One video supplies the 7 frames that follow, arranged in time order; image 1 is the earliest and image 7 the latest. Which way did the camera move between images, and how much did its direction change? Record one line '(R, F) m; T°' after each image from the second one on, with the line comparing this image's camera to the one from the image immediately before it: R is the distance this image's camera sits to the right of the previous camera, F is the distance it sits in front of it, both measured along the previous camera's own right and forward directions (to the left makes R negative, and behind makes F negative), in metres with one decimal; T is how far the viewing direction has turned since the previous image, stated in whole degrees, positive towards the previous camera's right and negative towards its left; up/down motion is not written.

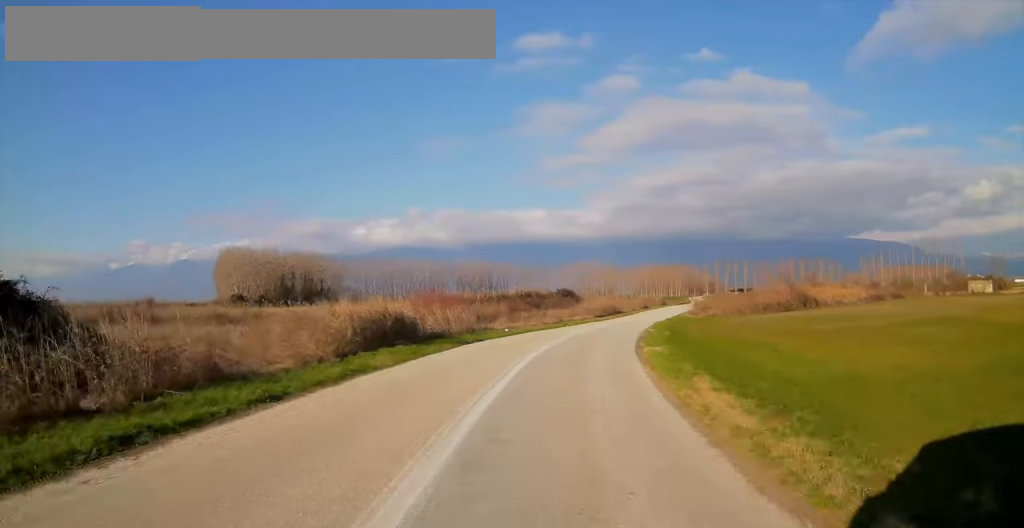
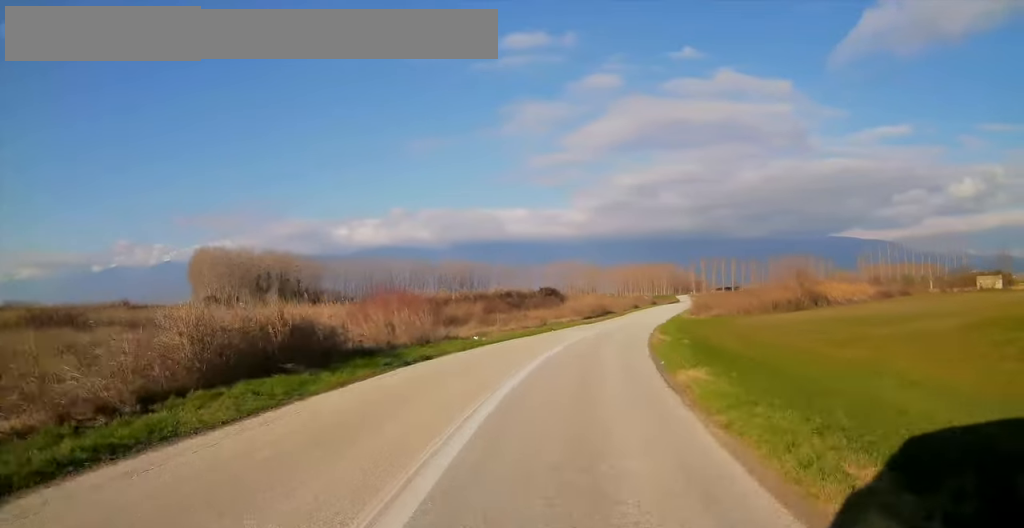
(+0.1, +7.9) m; +2°
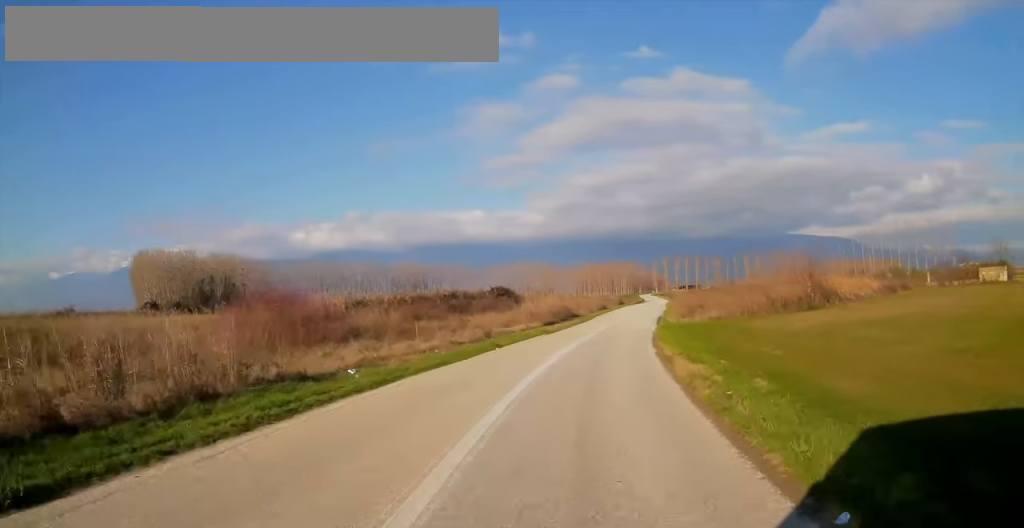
(+0.4, +12.8) m; +4°
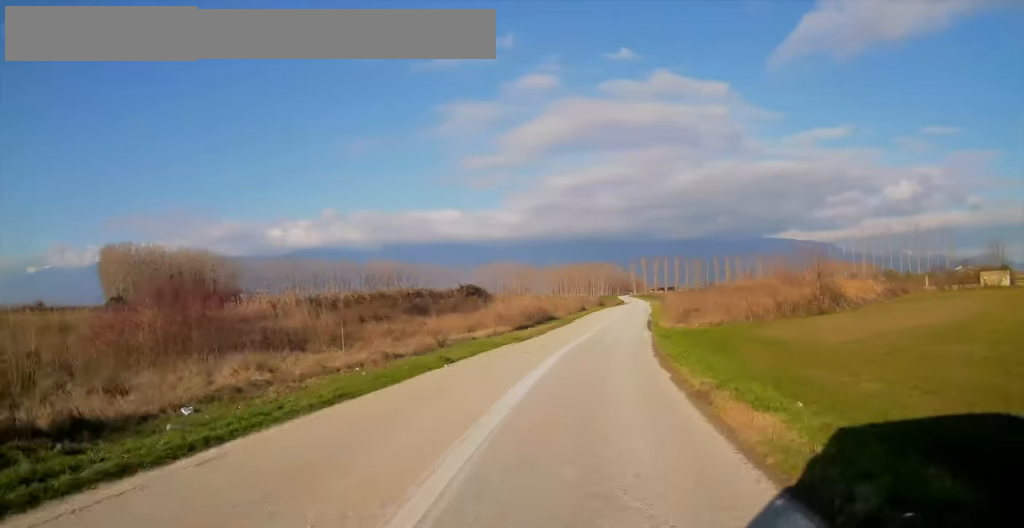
(-0.1, +6.5) m; +2°
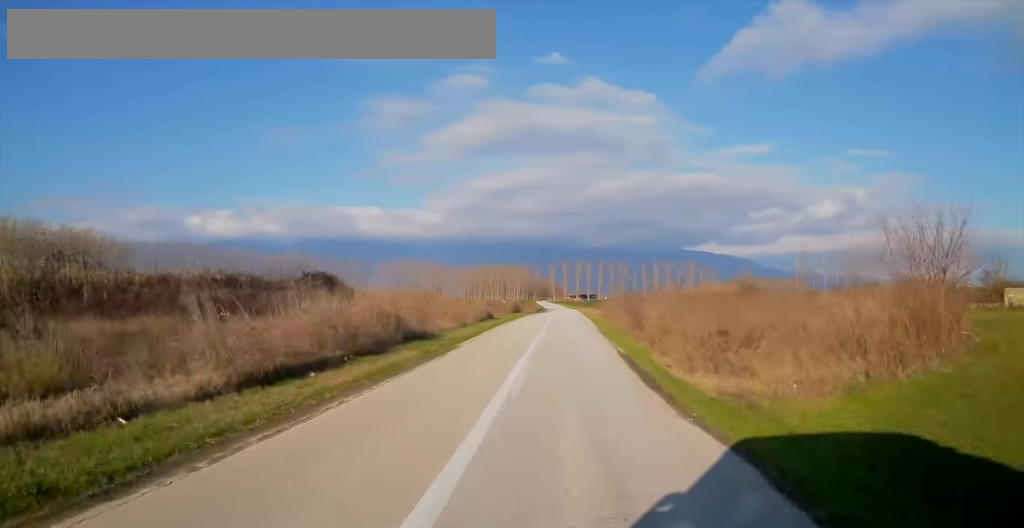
(+1.8, +24.8) m; +6°
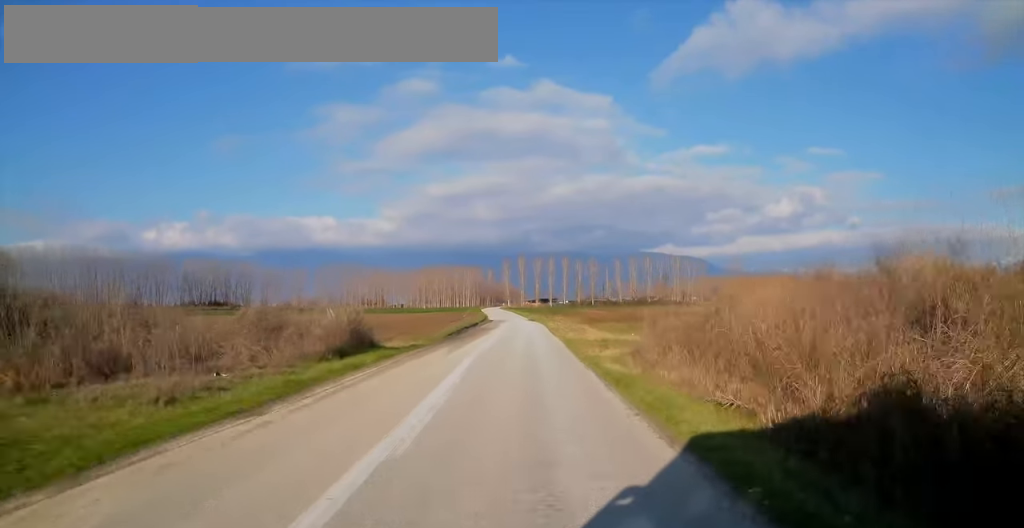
(+1.0, +48.5) m; +2°
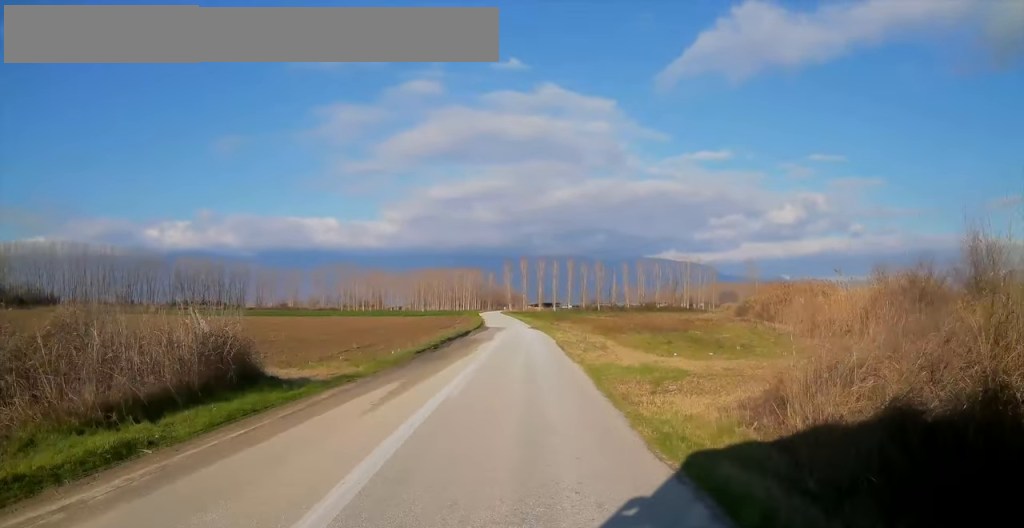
(0.0, +10.4) m; 0°
